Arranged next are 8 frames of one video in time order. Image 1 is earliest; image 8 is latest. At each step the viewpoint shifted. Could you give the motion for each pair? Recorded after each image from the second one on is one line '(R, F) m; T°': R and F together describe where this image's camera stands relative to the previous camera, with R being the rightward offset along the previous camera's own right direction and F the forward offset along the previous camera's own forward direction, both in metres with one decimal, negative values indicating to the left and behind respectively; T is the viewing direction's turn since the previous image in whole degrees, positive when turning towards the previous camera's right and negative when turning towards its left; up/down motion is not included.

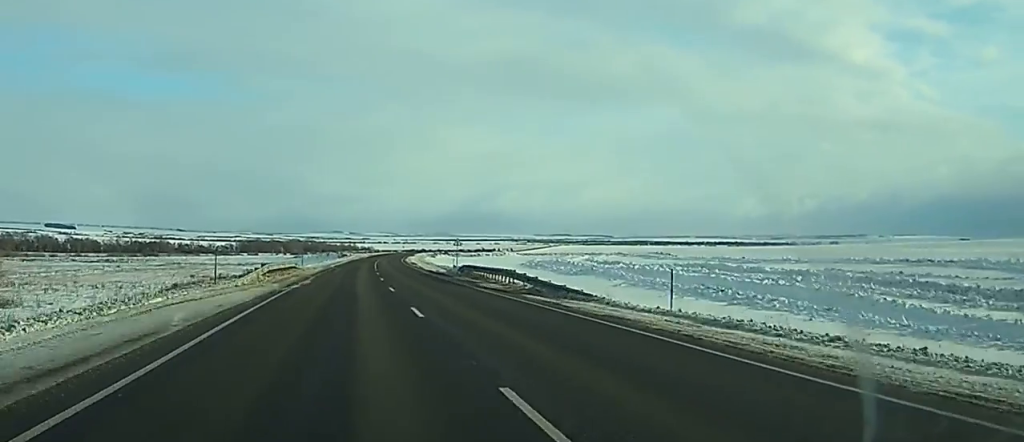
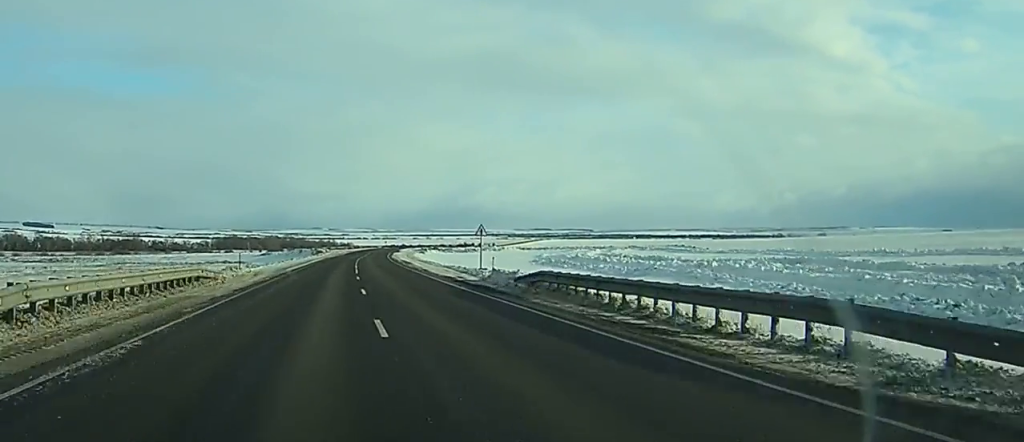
(+0.1, +28.1) m; +1°
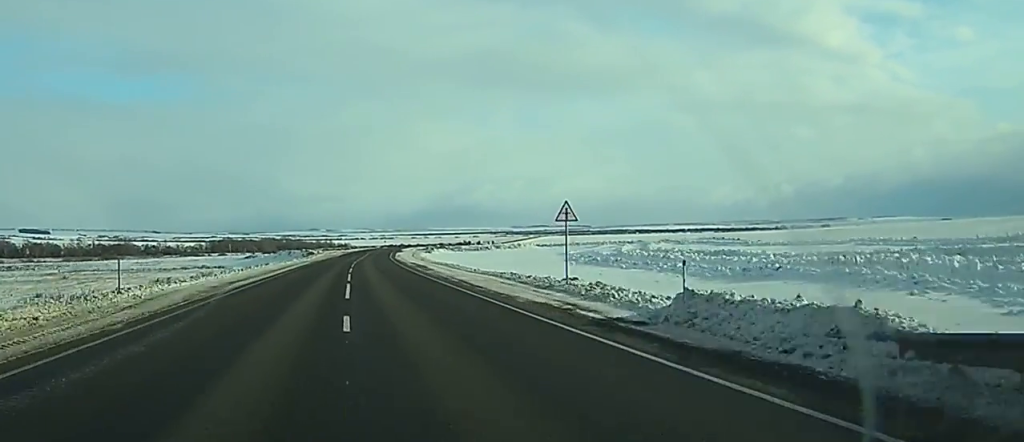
(+0.1, +23.1) m; +1°
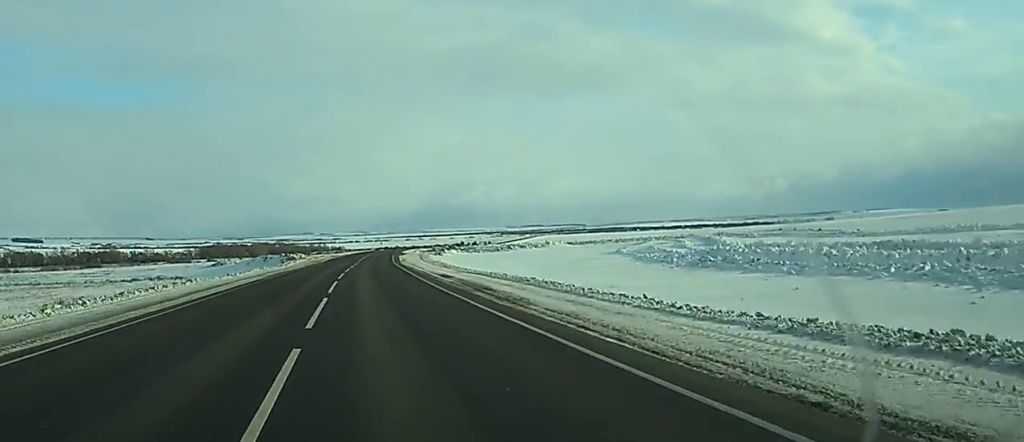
(+0.4, +31.5) m; +1°
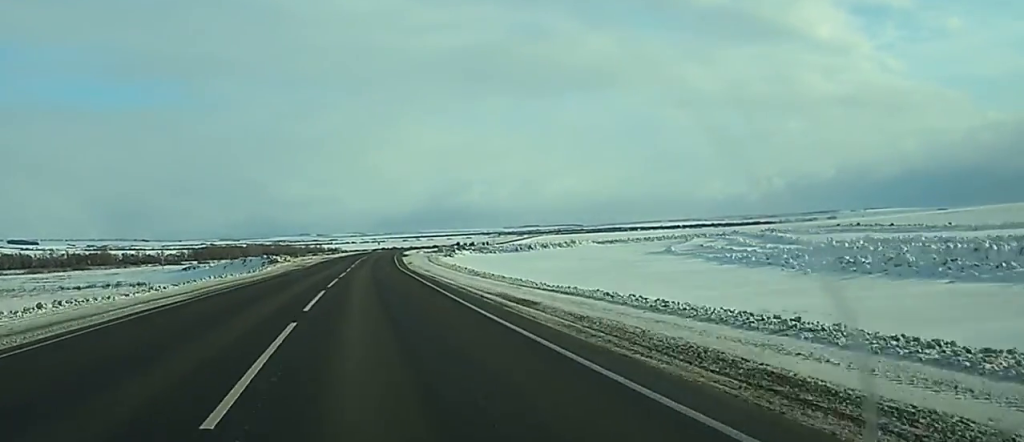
(+0.2, +20.0) m; +1°
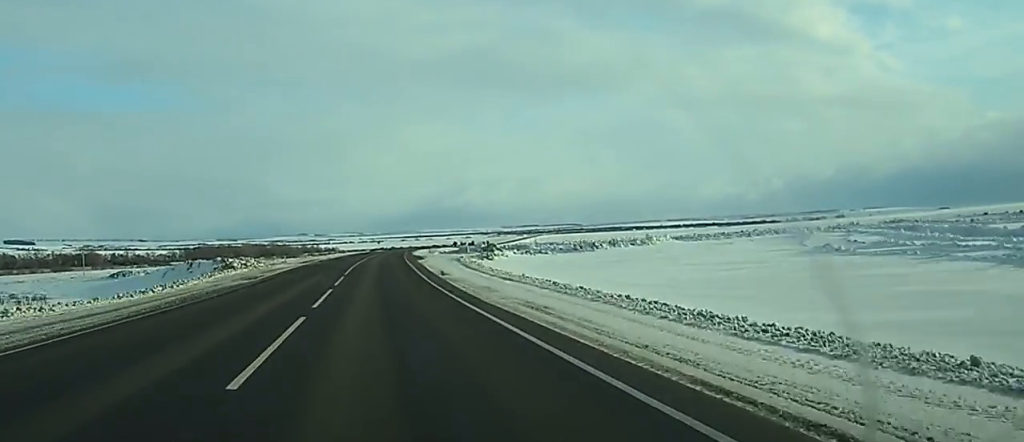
(+0.2, +33.9) m; 0°
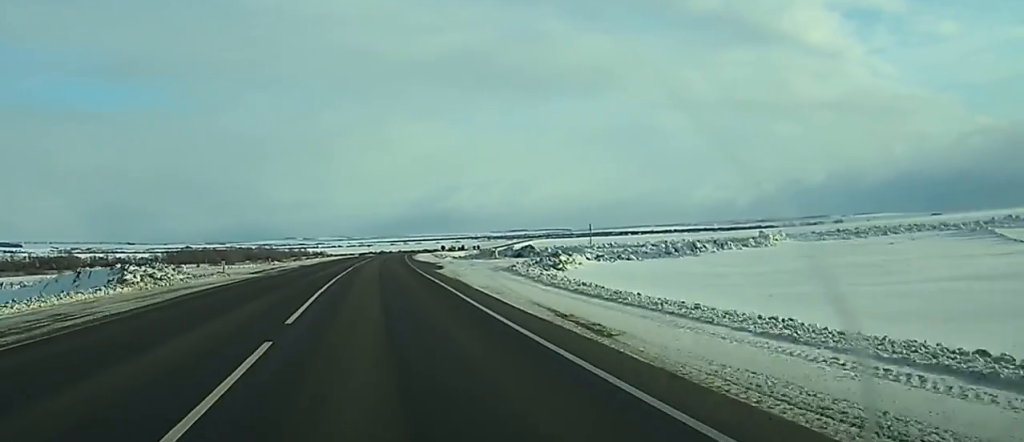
(-0.1, +28.9) m; 0°
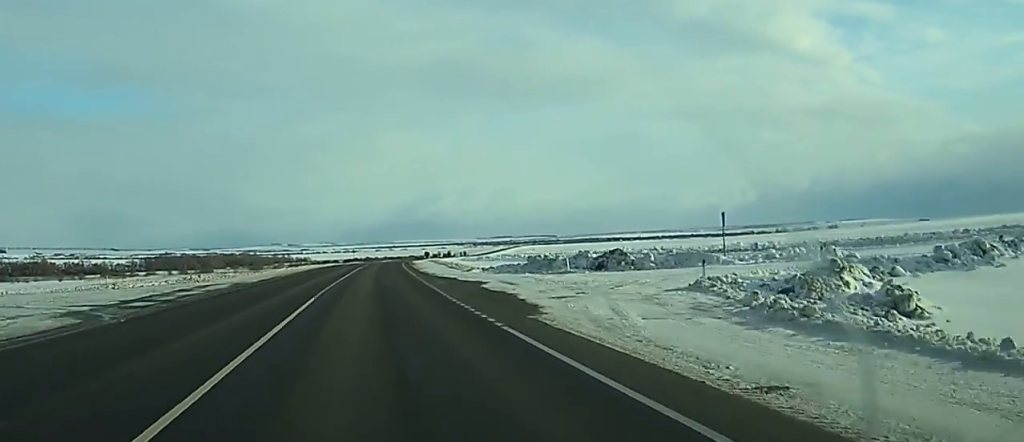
(+0.2, +29.6) m; +1°
